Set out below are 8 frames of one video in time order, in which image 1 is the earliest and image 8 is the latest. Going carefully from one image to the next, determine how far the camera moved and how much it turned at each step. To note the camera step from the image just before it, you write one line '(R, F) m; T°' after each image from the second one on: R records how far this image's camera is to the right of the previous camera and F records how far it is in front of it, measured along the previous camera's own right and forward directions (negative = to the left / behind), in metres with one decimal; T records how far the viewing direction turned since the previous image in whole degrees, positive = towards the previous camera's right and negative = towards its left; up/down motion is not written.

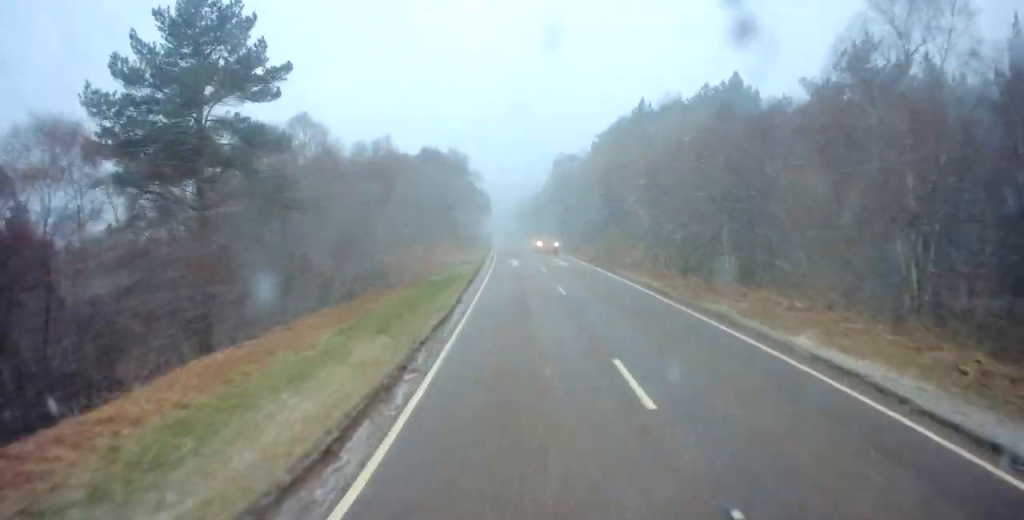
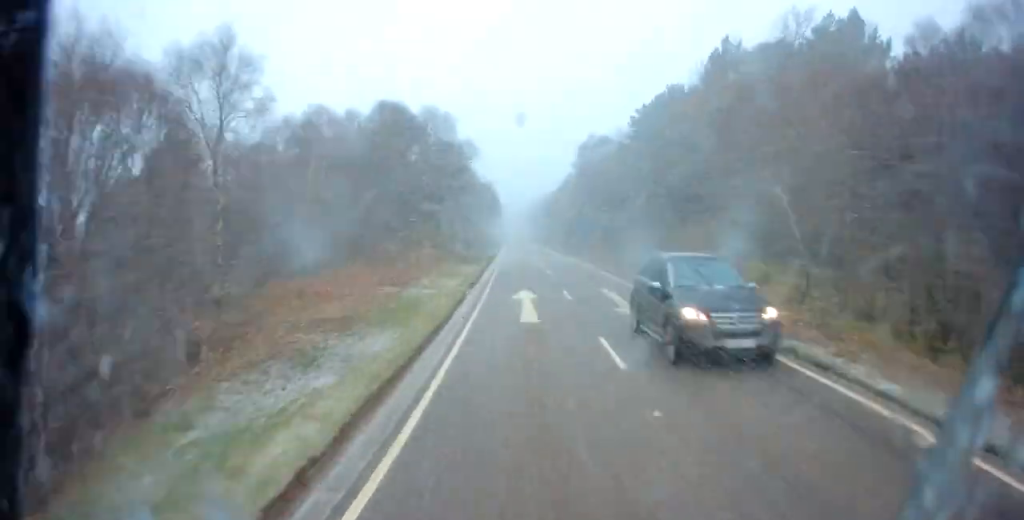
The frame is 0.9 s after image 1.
(-0.6, +19.3) m; -2°
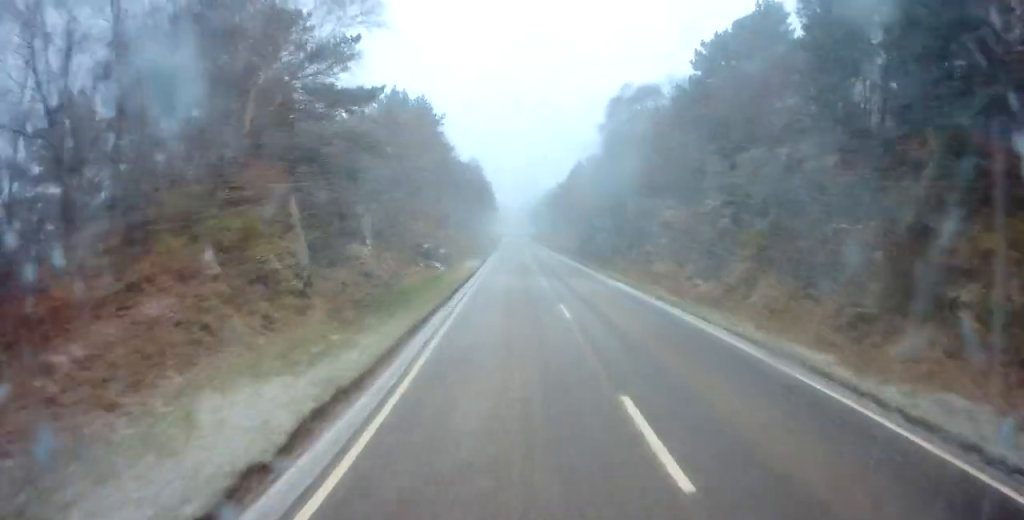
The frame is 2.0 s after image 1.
(-0.3, +23.9) m; -1°
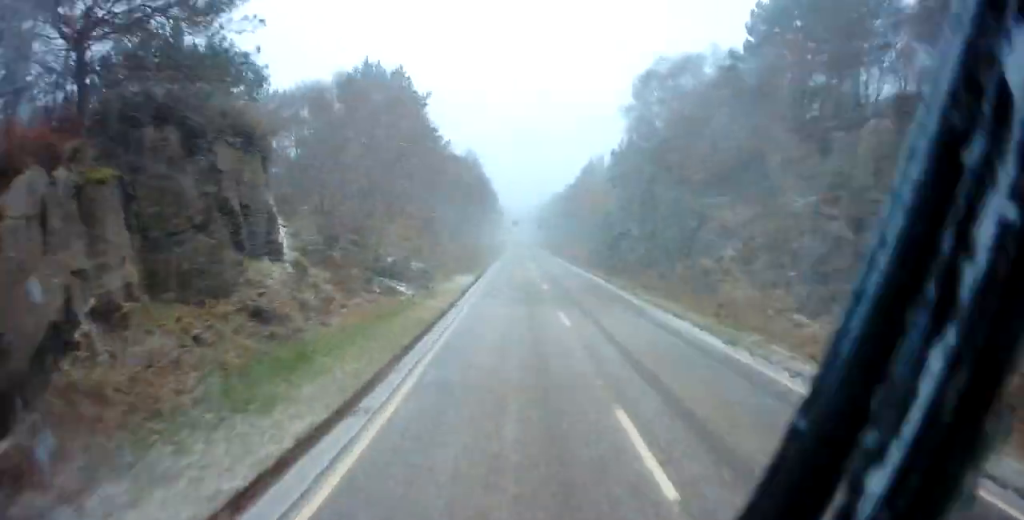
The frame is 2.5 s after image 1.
(-0.1, +9.3) m; 0°
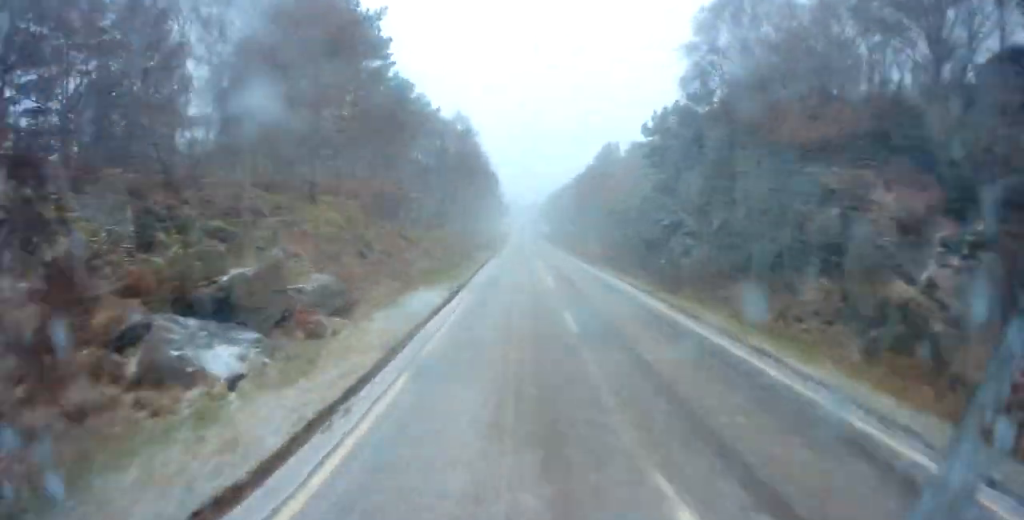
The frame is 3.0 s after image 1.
(-0.2, +11.9) m; 0°
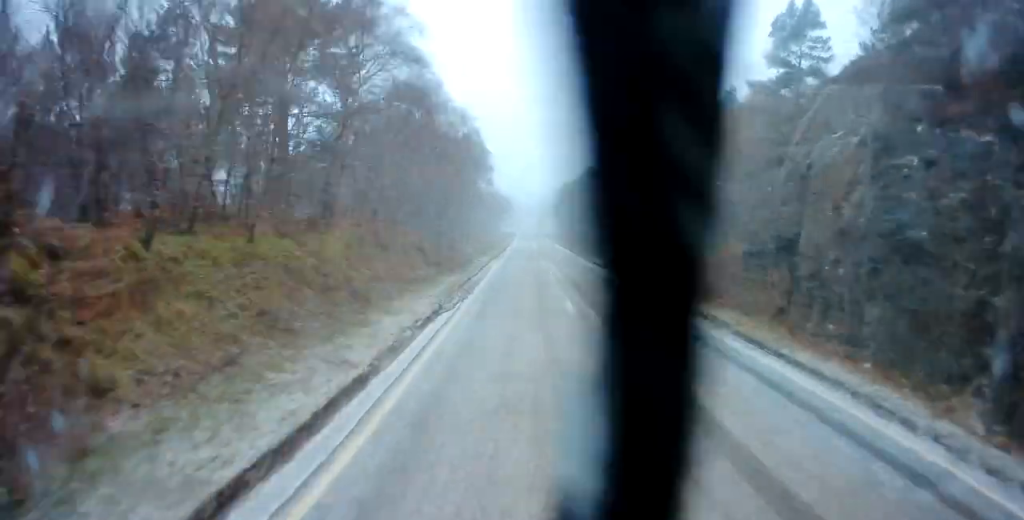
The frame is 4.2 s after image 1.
(+0.1, +25.3) m; -1°
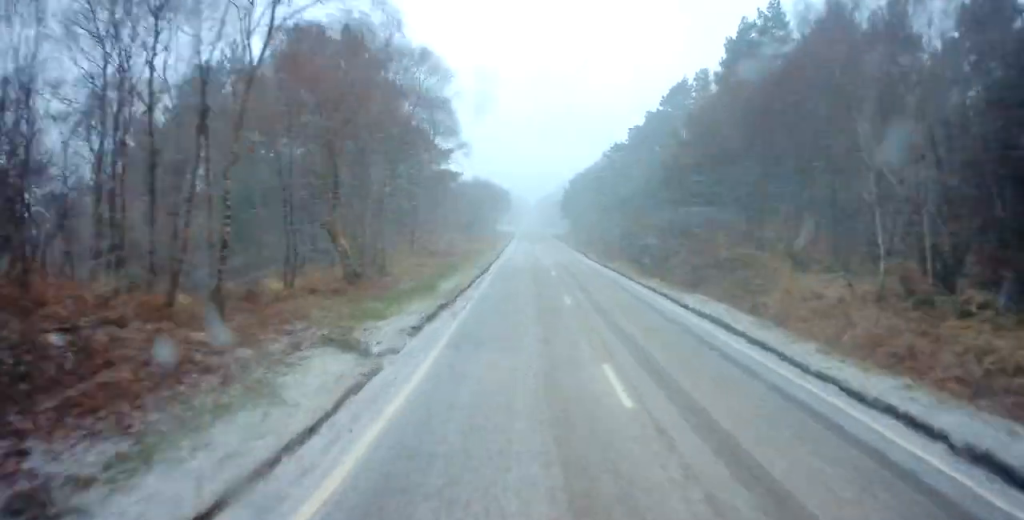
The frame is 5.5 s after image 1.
(-0.5, +26.5) m; 0°
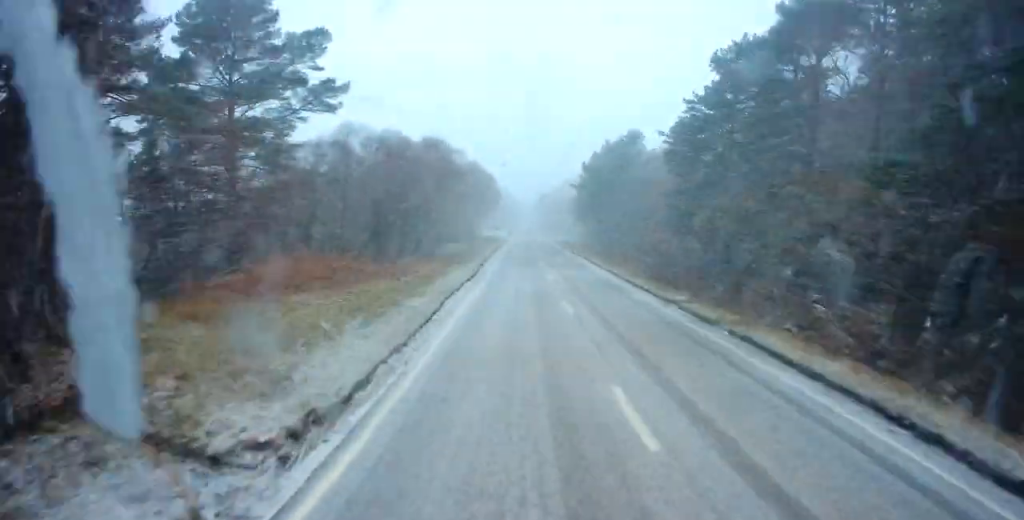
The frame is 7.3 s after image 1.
(-0.2, +38.6) m; 0°
